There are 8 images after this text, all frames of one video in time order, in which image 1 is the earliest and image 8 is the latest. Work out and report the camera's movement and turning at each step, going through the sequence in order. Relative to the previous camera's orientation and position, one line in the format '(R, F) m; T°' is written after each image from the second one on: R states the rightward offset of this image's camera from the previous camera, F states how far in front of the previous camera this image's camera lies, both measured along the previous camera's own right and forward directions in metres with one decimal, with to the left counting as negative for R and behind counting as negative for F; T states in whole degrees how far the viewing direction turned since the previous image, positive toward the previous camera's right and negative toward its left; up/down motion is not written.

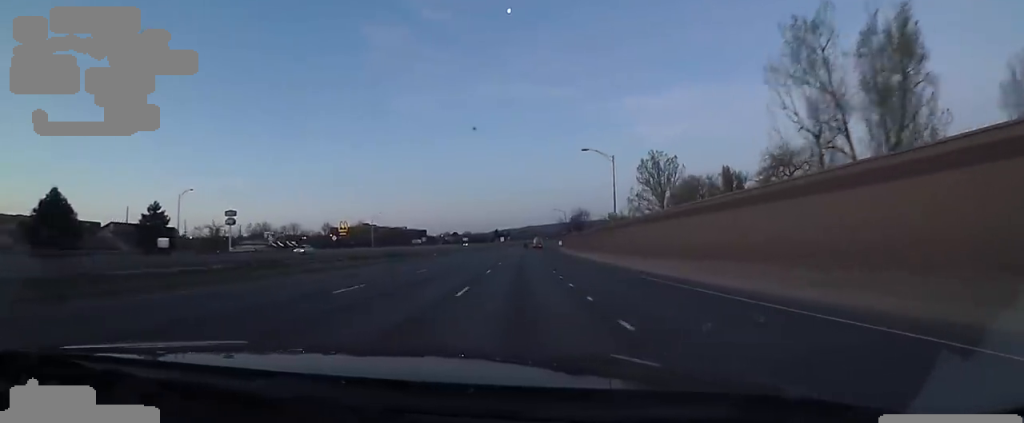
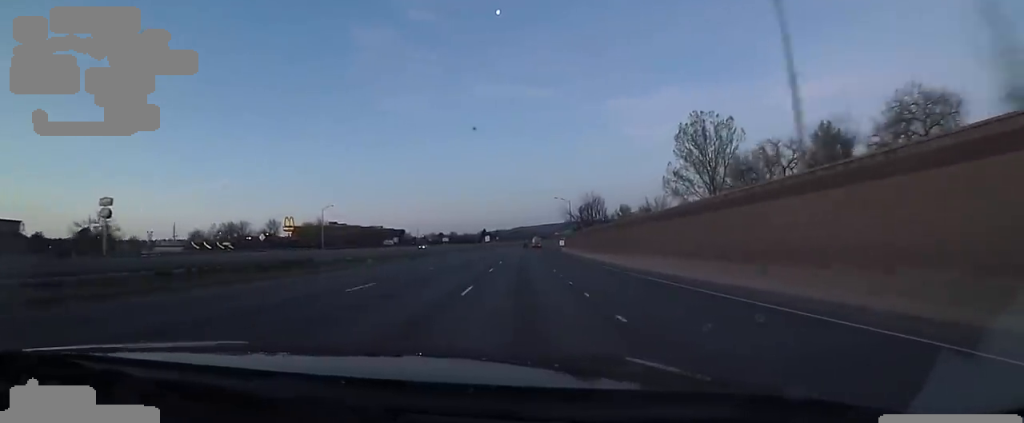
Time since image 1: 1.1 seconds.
(+0.1, +34.7) m; +1°
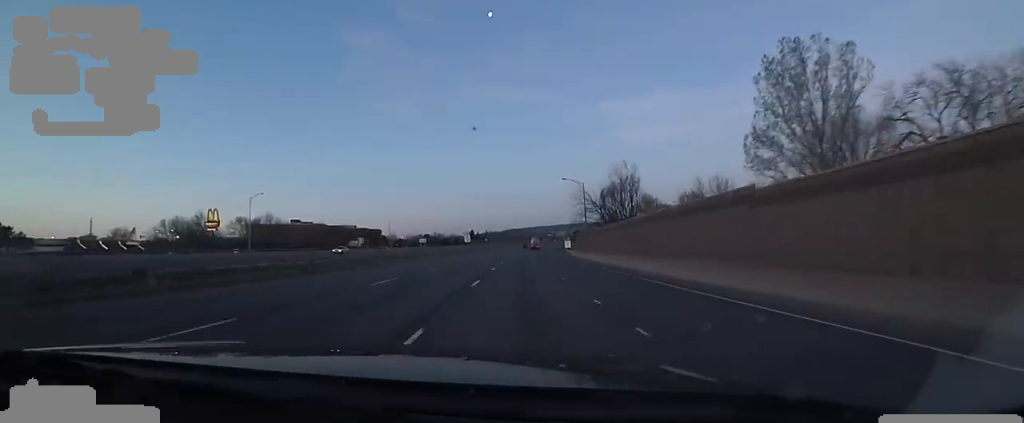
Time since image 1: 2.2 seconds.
(+0.8, +32.7) m; +2°
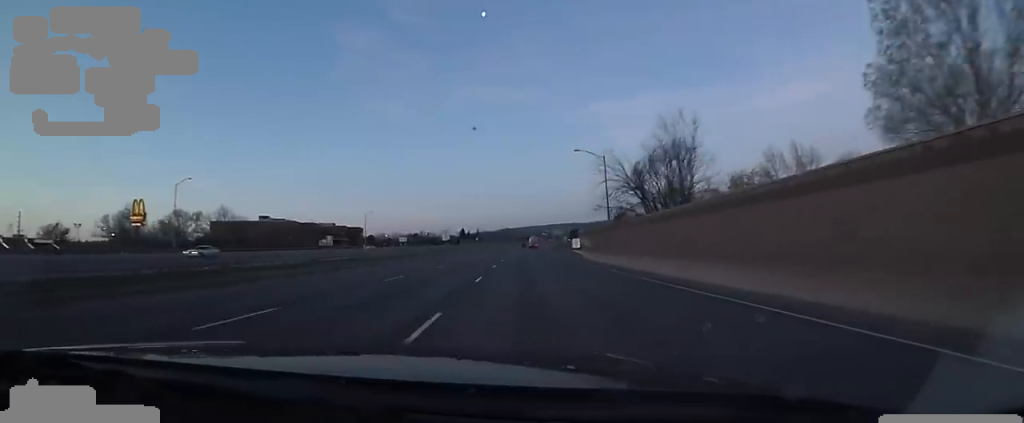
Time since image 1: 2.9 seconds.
(+0.2, +21.4) m; +1°
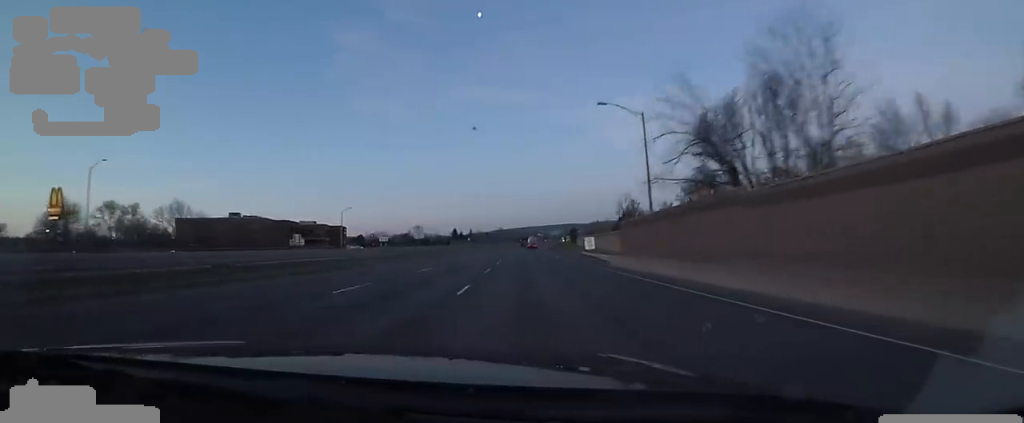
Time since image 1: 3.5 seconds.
(0.0, +17.3) m; 0°
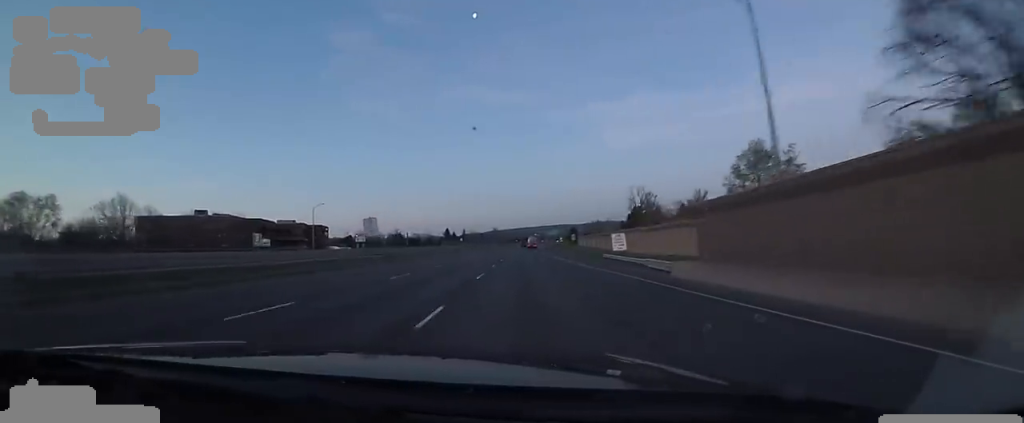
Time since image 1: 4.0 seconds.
(+0.2, +17.2) m; 0°
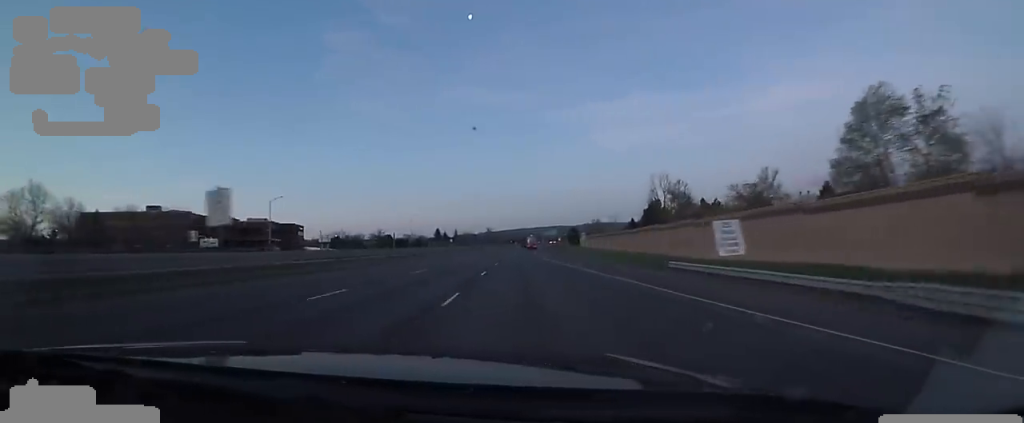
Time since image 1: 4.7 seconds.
(0.0, +20.2) m; 0°
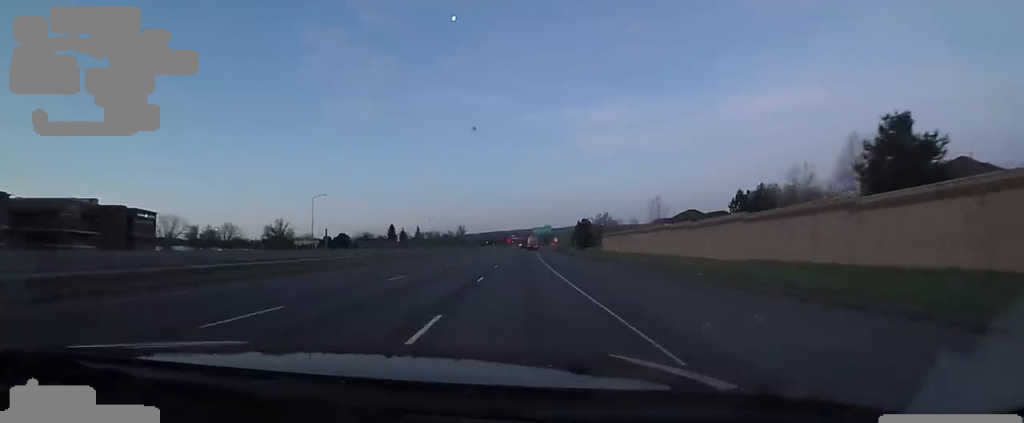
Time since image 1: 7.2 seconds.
(+2.6, +78.0) m; +4°
